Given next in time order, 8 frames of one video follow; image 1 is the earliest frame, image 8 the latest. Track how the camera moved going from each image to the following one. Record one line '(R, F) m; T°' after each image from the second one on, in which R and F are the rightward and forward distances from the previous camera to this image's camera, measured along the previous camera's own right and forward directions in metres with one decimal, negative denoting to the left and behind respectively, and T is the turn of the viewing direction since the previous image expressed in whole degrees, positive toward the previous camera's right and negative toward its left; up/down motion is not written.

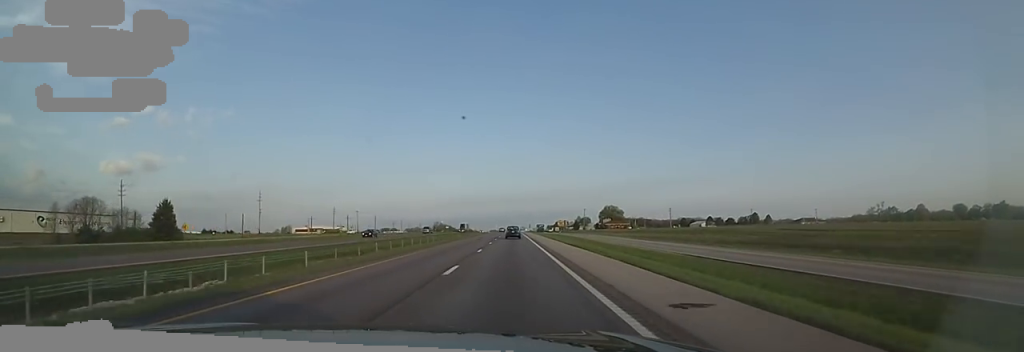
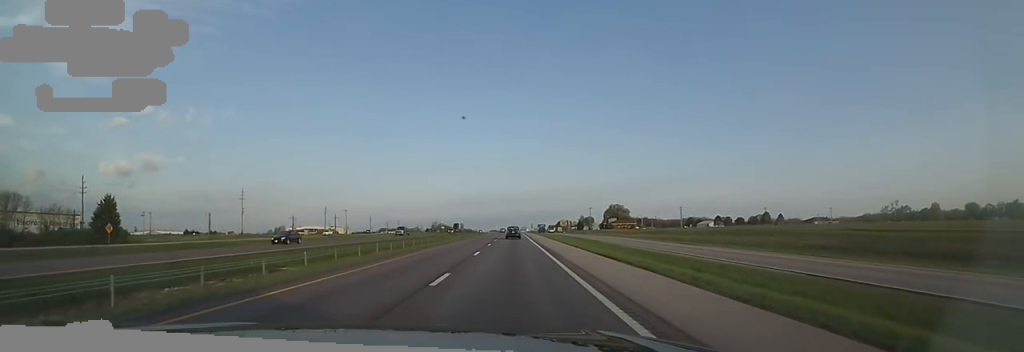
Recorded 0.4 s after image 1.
(+0.2, +15.4) m; 0°
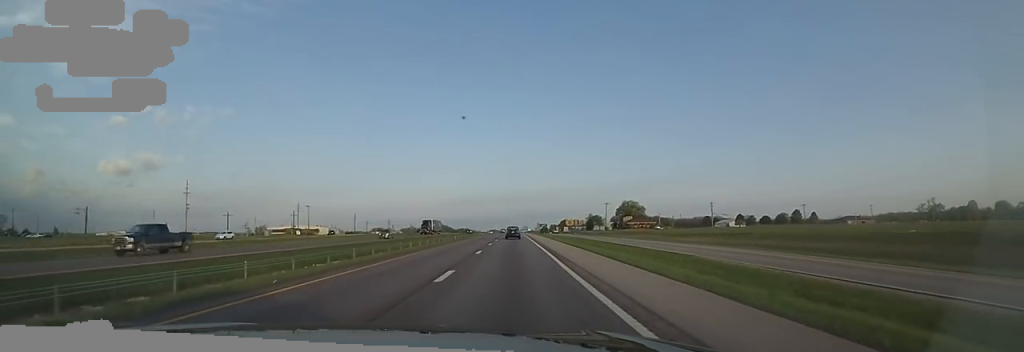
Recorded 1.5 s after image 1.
(-0.2, +37.4) m; -1°
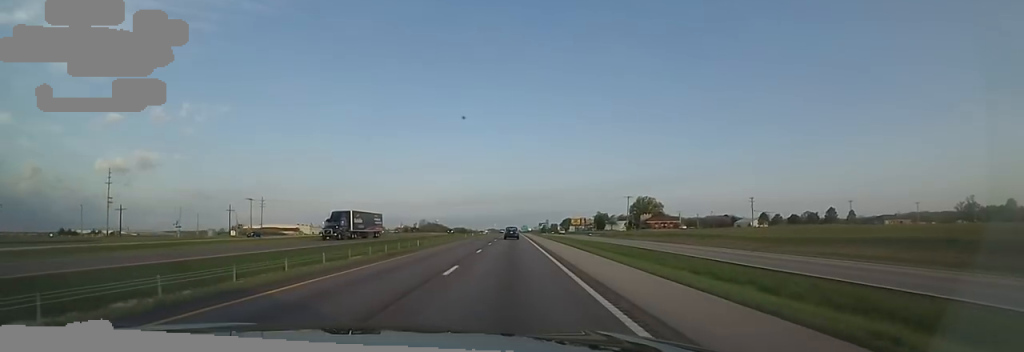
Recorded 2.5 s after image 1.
(-0.4, +35.2) m; 0°
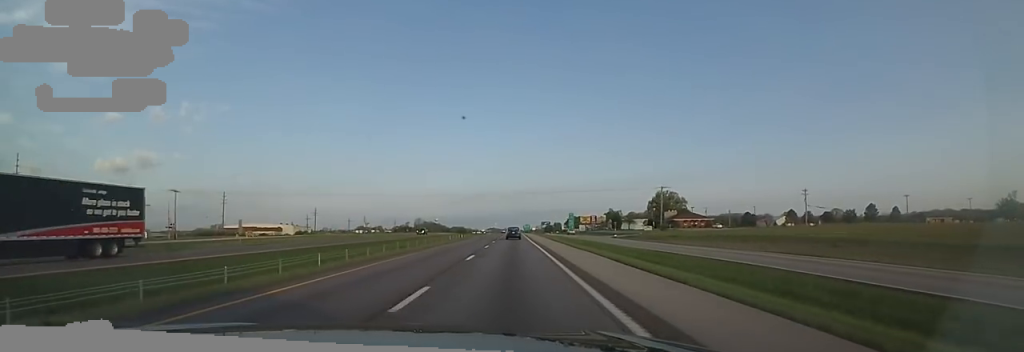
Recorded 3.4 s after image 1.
(+0.2, +29.8) m; -1°
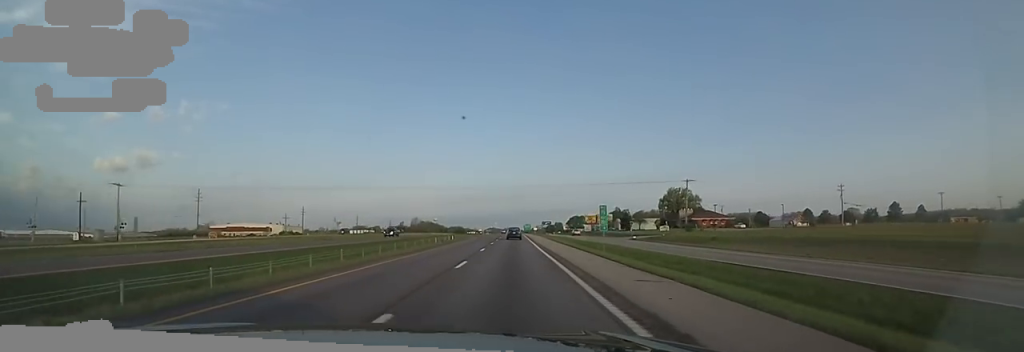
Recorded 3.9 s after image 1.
(-0.1, +15.3) m; 0°
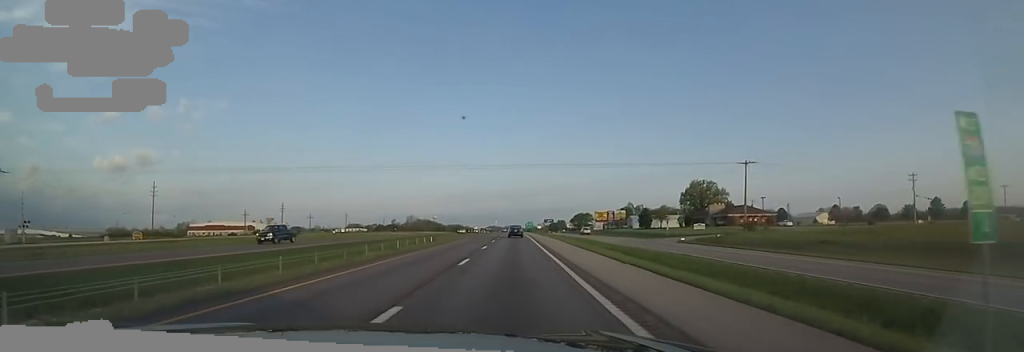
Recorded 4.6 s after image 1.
(-0.7, +22.7) m; 0°
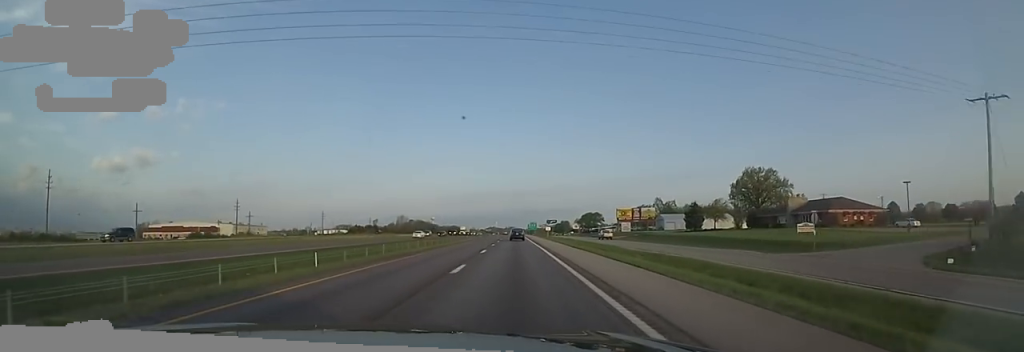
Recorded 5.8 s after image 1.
(+0.9, +38.5) m; +2°
